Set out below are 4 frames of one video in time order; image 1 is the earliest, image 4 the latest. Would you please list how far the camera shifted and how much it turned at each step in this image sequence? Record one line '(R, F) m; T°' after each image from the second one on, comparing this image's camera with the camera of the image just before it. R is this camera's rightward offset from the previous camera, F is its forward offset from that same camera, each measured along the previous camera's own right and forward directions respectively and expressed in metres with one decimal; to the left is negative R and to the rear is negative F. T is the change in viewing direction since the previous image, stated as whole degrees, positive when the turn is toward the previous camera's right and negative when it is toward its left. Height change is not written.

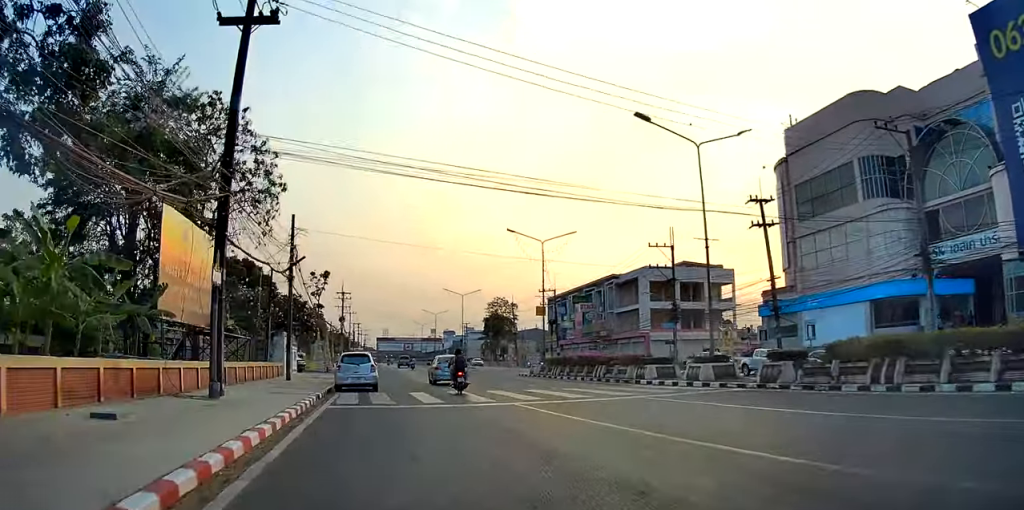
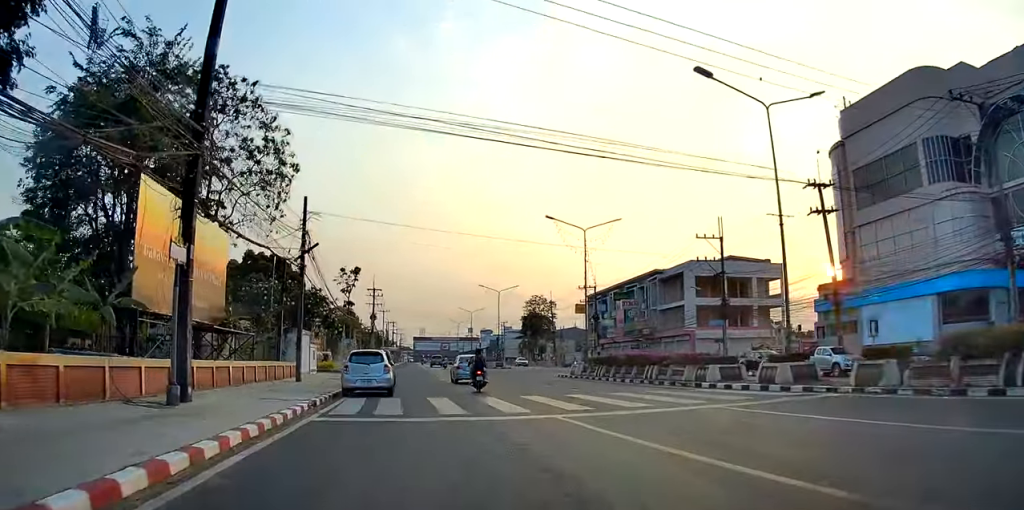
(-0.2, +4.2) m; -2°
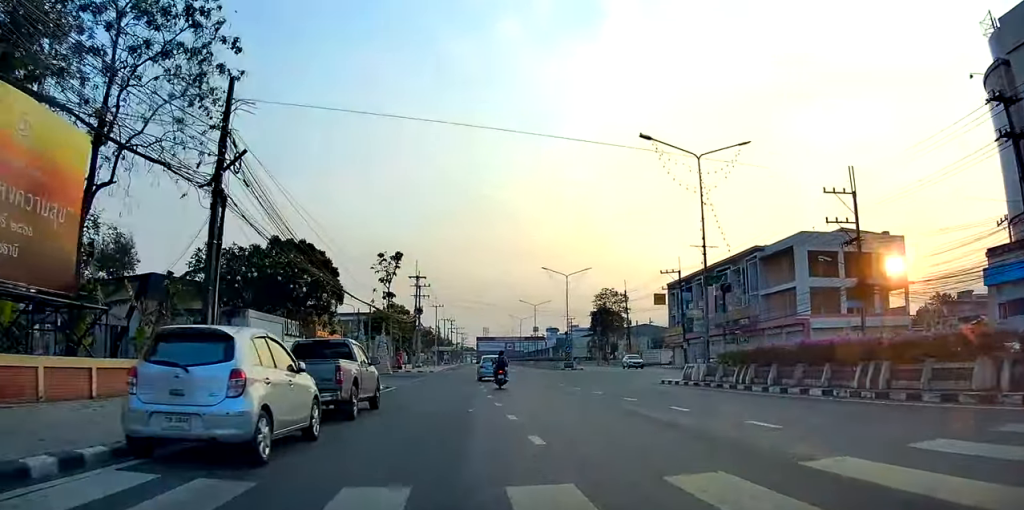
(-1.3, +13.7) m; -13°
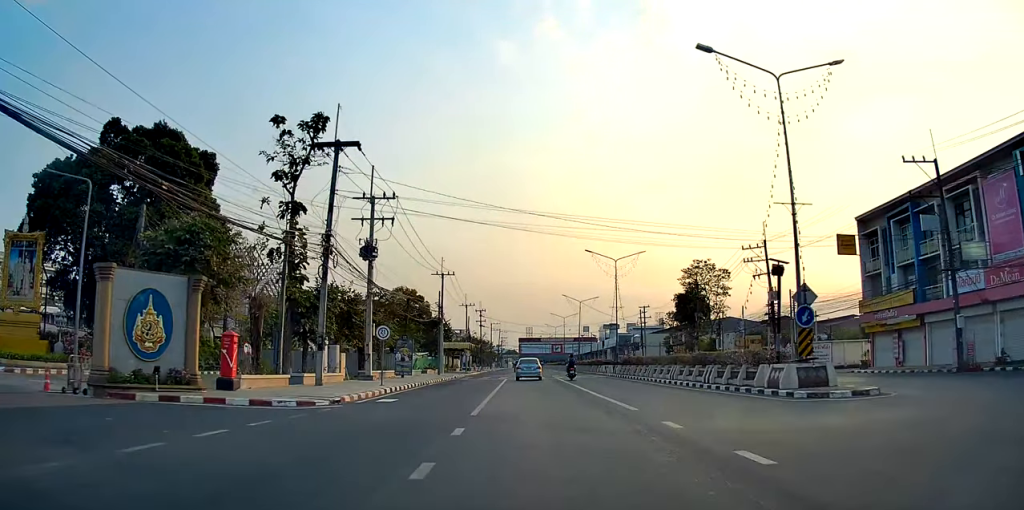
(-5.2, +40.9) m; -12°
